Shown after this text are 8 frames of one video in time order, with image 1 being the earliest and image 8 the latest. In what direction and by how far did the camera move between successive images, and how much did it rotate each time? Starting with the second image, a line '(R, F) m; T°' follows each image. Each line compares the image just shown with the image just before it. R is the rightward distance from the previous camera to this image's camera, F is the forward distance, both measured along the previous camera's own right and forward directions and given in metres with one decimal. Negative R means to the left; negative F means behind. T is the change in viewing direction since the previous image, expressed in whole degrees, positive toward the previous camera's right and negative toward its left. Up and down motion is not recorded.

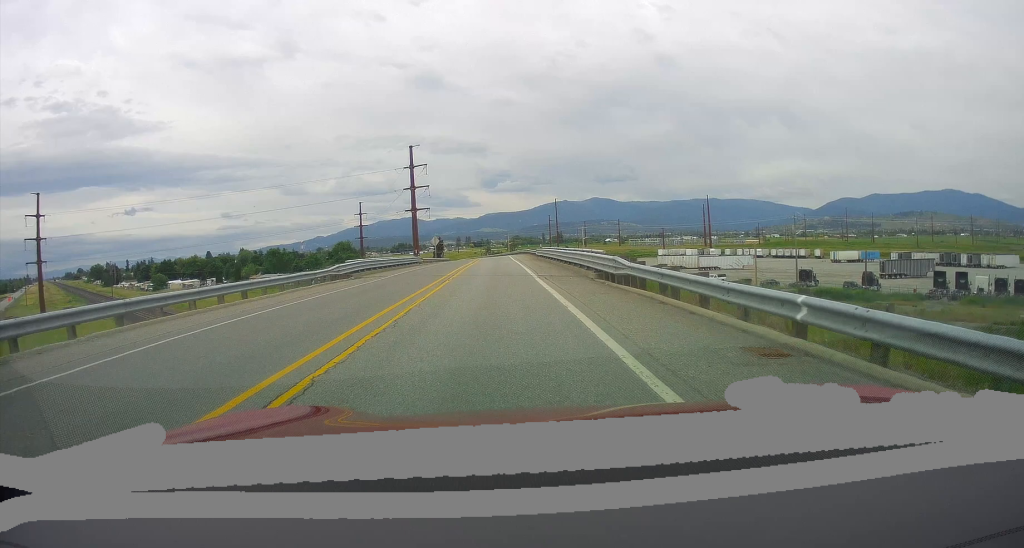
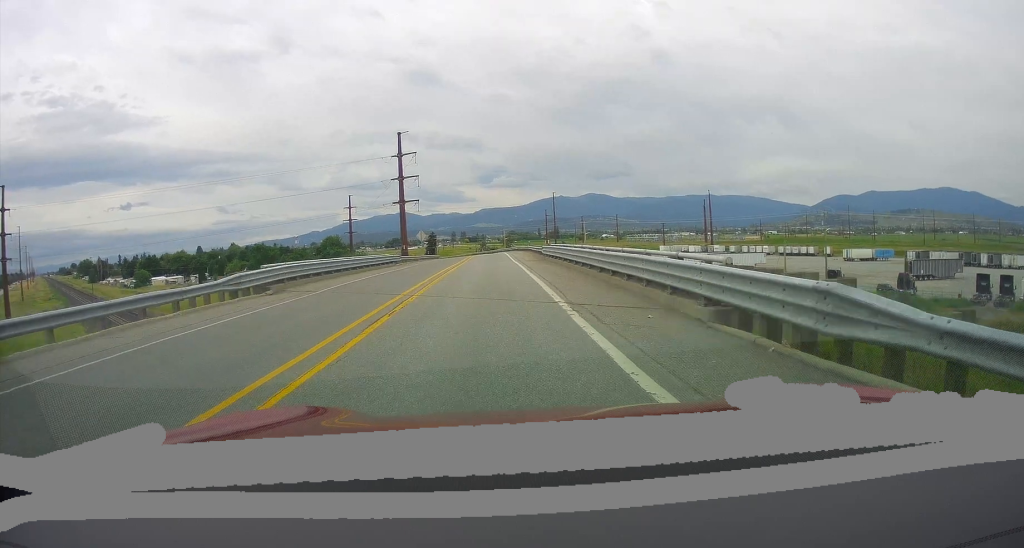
(+0.2, +11.5) m; +1°
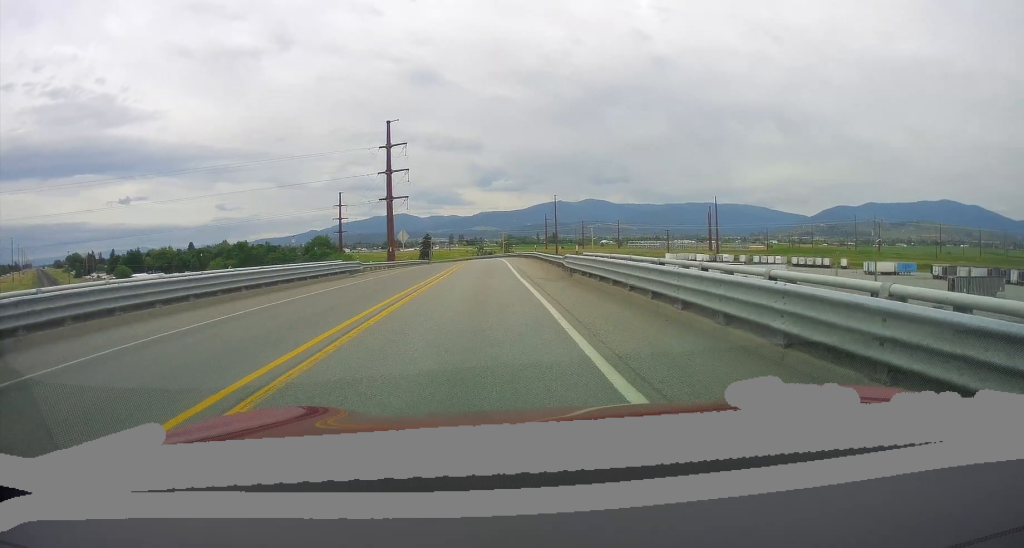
(0.0, +14.3) m; 0°
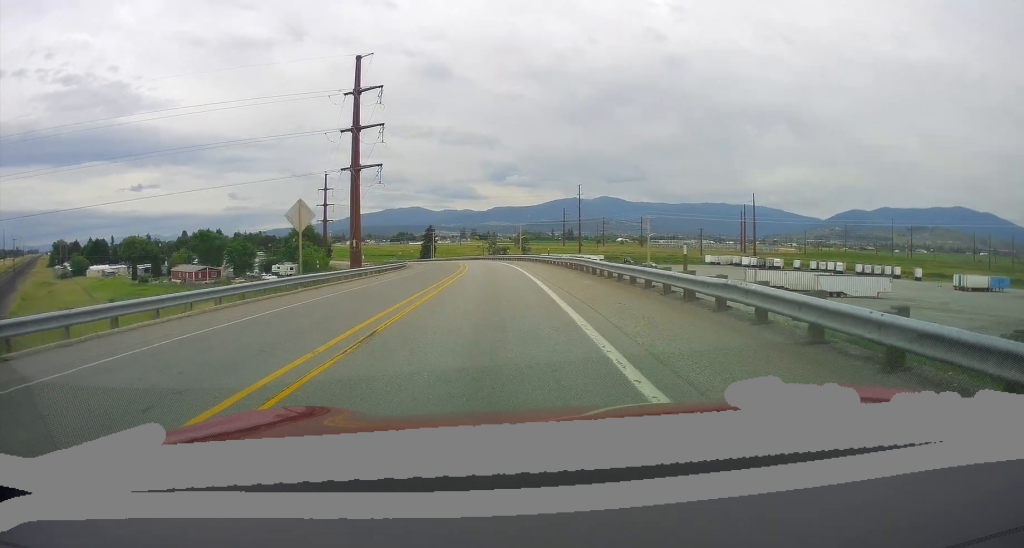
(+0.5, +39.3) m; +1°
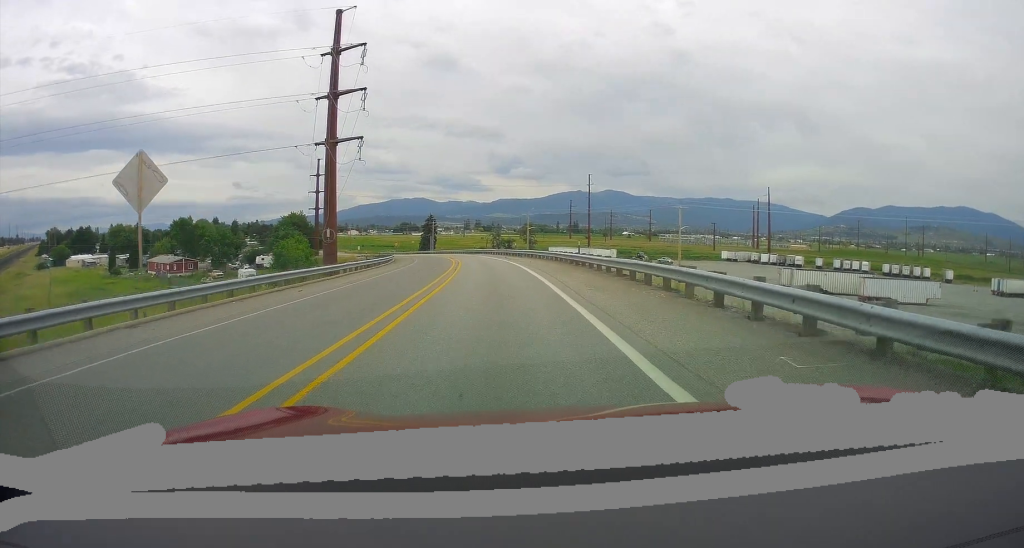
(0.0, +14.7) m; -1°
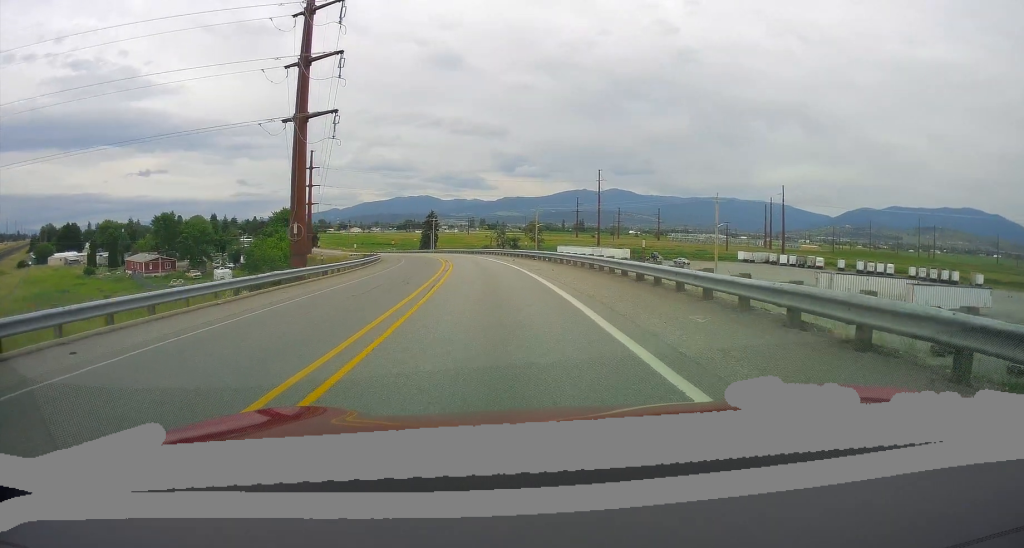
(-0.1, +12.3) m; -1°
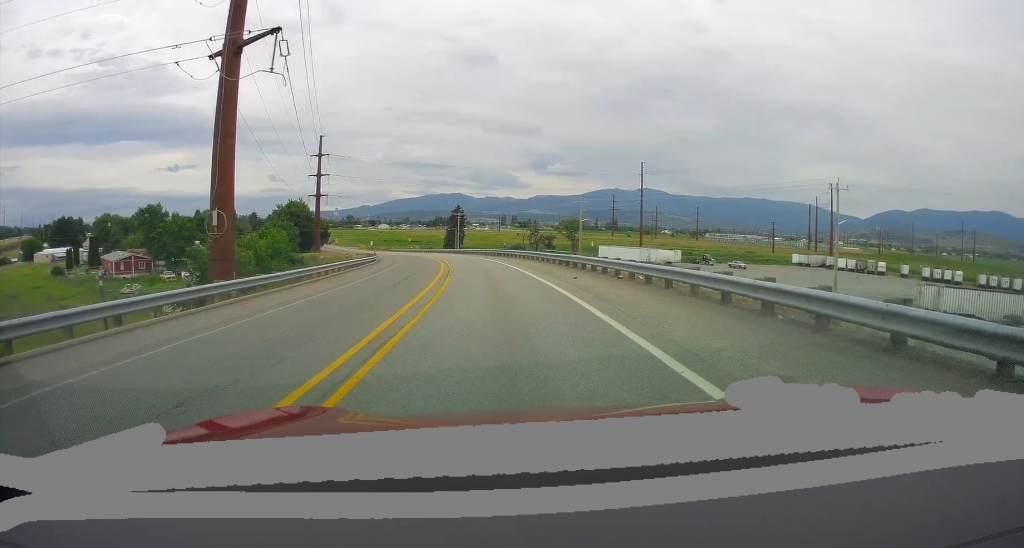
(-0.5, +21.3) m; -3°
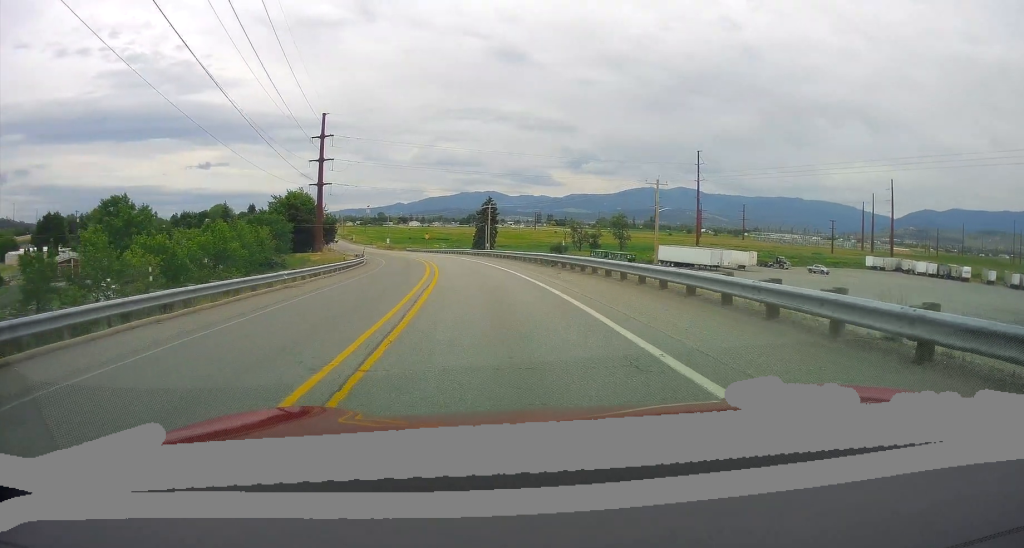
(-0.9, +27.5) m; -4°
